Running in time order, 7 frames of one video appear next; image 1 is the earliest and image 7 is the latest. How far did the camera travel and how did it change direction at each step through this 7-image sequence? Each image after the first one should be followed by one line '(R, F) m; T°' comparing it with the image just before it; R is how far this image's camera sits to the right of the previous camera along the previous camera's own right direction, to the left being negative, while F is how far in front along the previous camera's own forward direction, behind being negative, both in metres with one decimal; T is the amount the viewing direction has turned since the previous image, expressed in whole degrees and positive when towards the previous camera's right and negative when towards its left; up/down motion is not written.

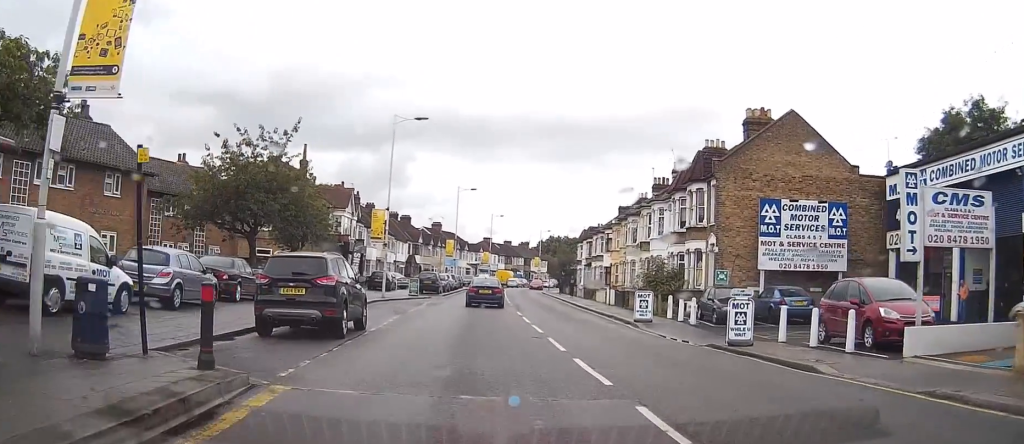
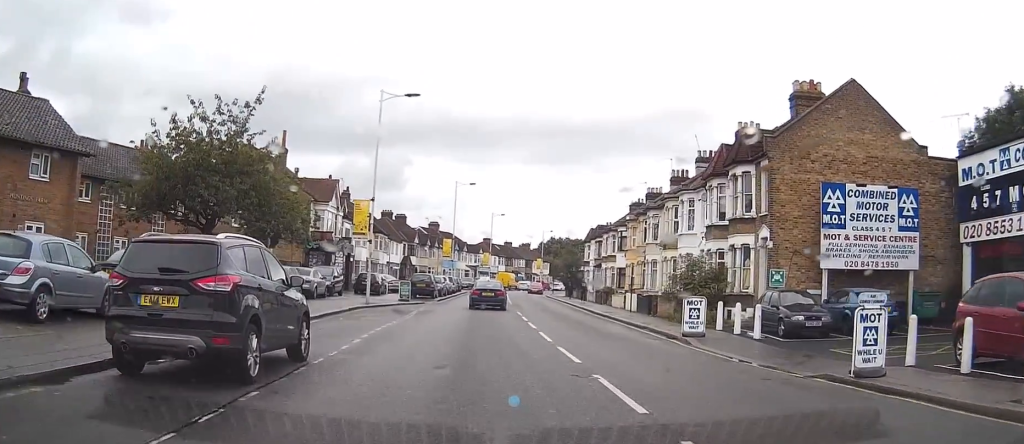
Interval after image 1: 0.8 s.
(+0.1, +6.5) m; 0°
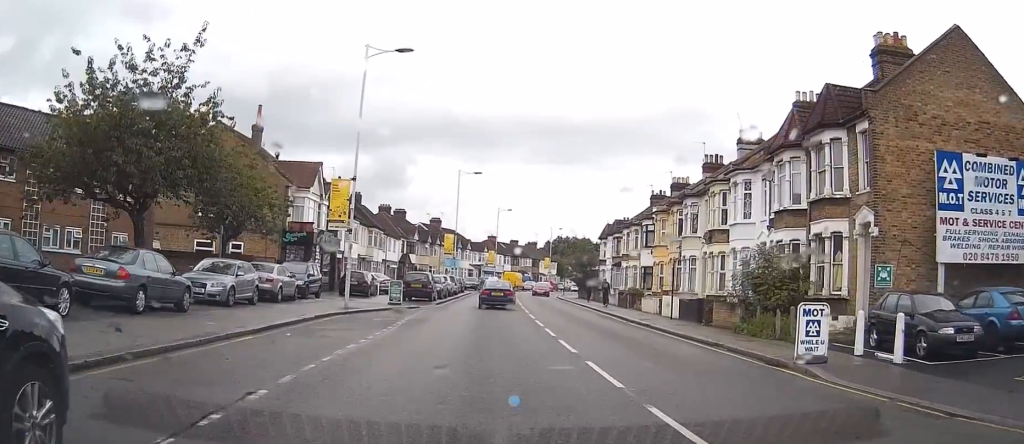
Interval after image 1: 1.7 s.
(-0.1, +7.5) m; -2°
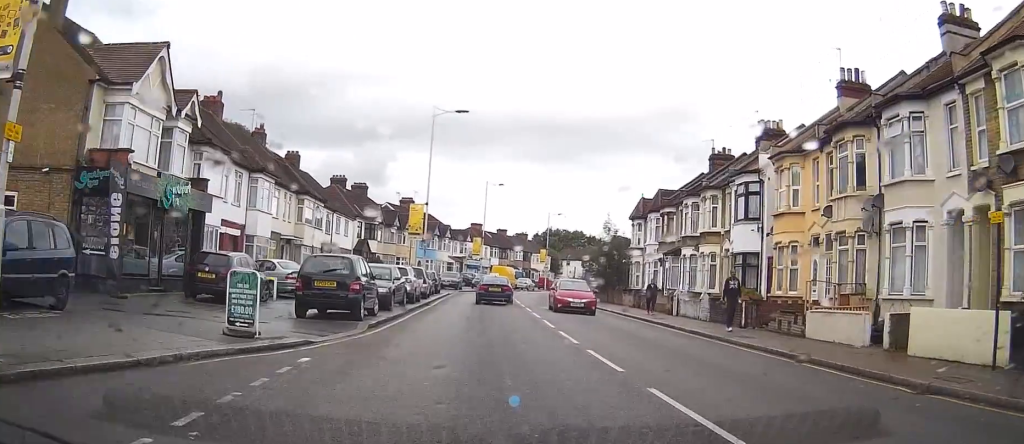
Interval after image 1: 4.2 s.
(-1.3, +21.7) m; -6°
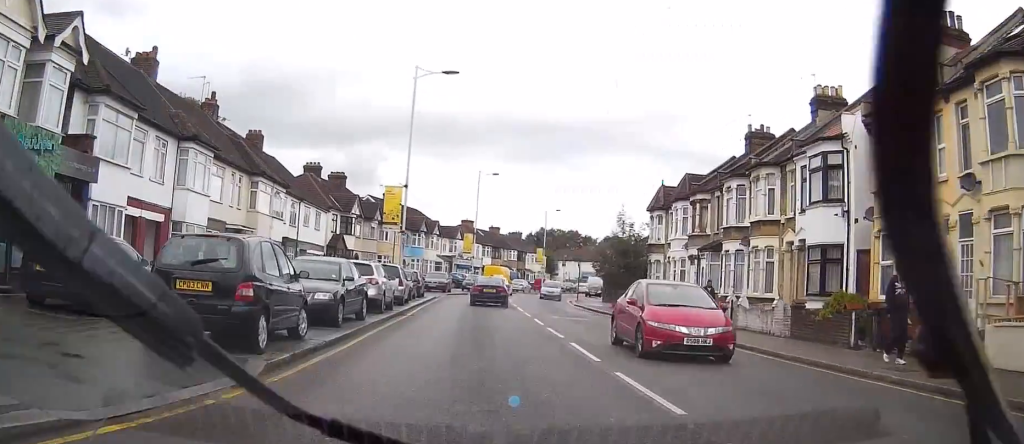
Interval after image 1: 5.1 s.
(-0.1, +7.7) m; -1°
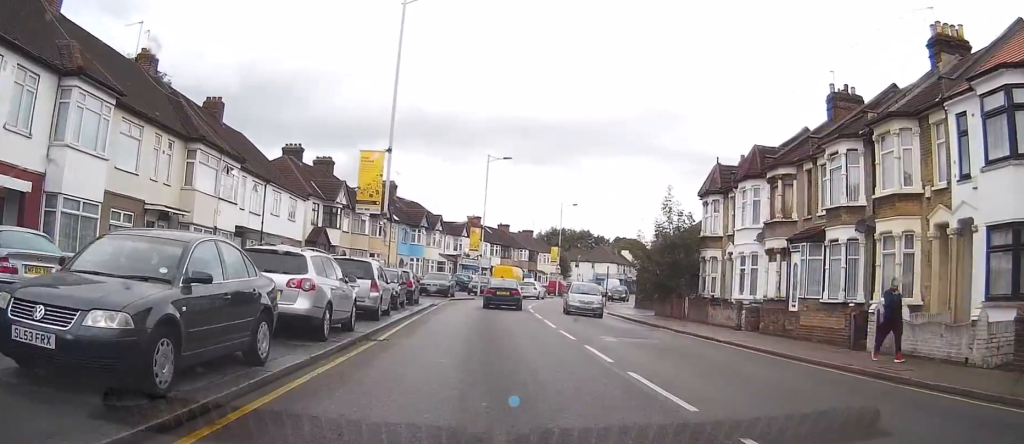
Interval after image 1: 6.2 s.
(0.0, +9.1) m; 0°
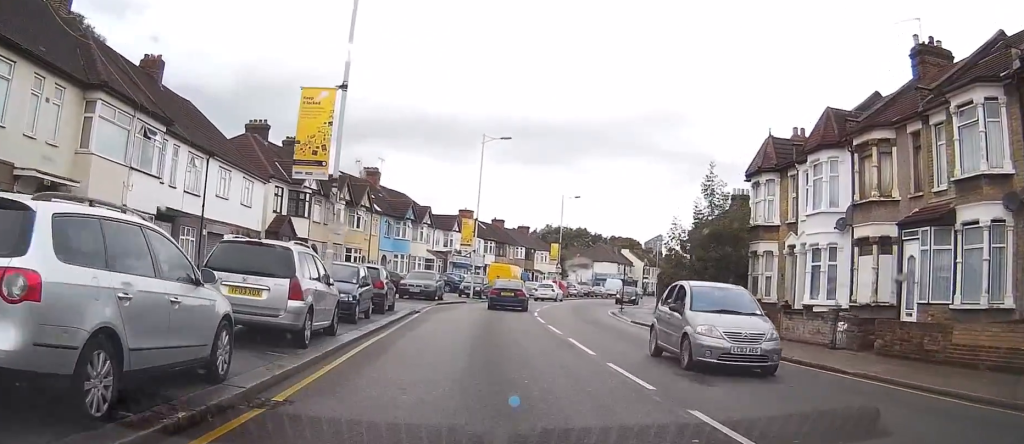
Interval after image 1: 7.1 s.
(0.0, +7.4) m; 0°
